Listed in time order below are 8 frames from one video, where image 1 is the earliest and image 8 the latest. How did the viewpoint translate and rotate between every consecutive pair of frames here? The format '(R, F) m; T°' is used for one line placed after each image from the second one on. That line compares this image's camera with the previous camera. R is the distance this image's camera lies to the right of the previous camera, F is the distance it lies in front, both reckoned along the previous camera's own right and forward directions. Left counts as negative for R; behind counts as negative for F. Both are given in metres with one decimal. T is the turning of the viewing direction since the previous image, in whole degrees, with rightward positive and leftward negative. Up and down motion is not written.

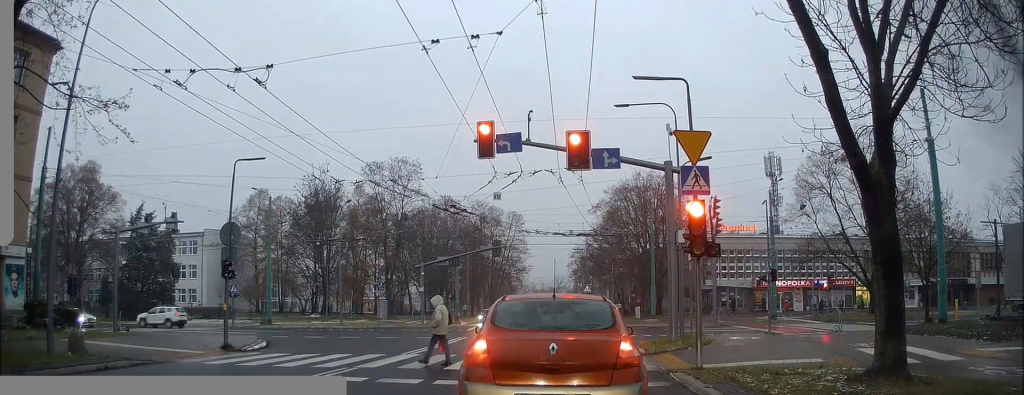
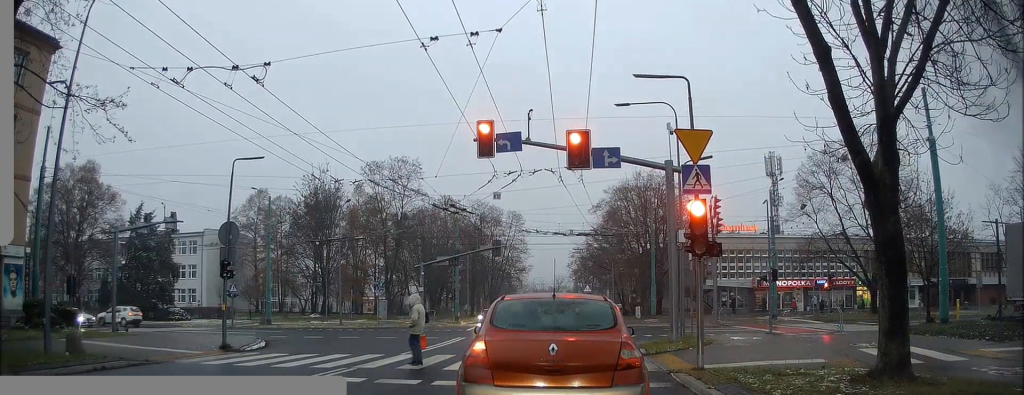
(0.0, +0.2) m; 0°
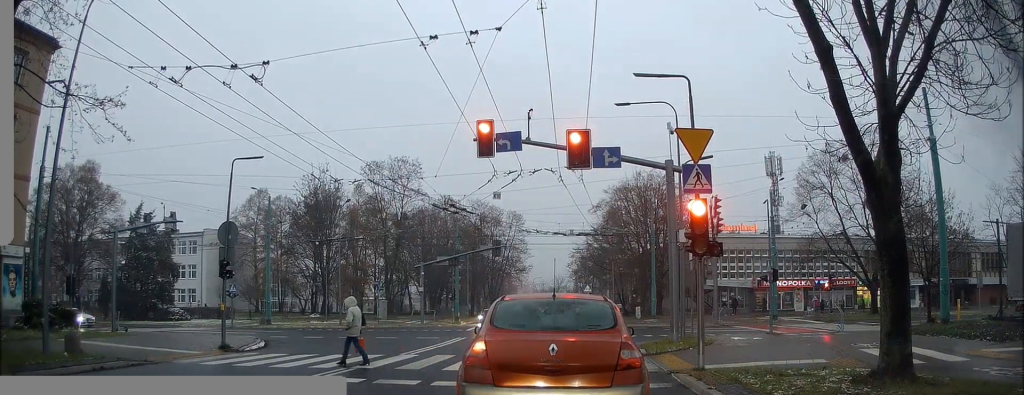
(-0.2, +0.5) m; 0°
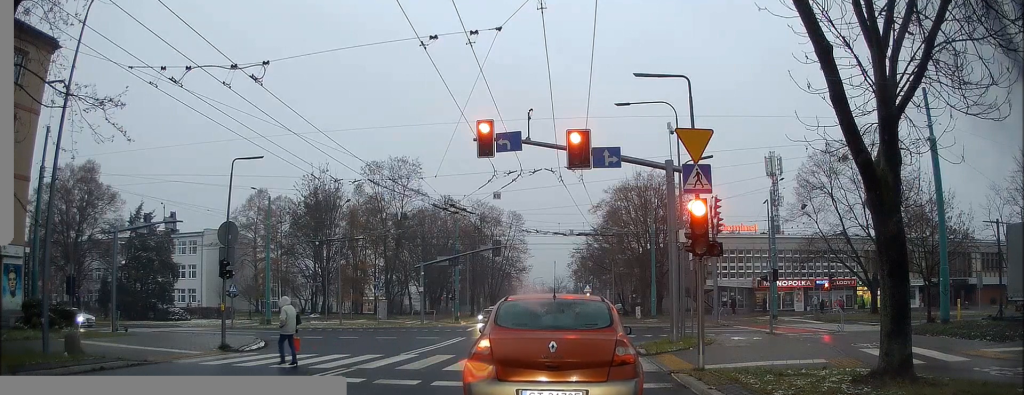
(-0.2, +0.2) m; 0°
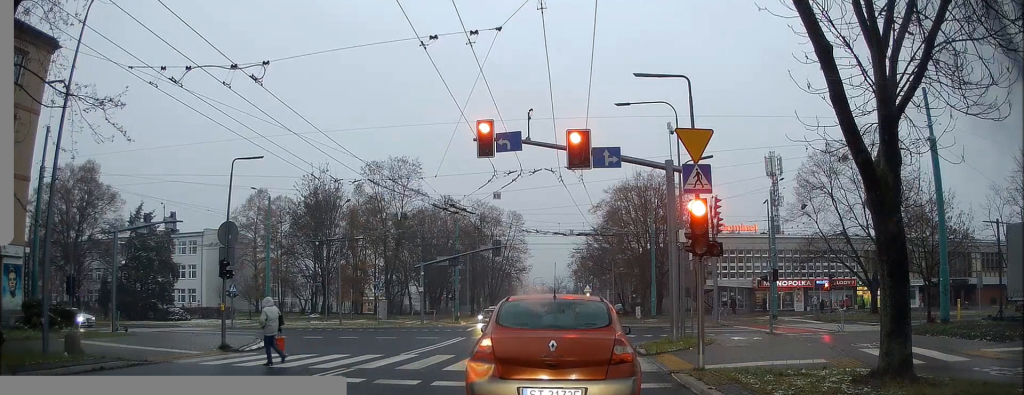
(0.0, 0.0) m; 0°
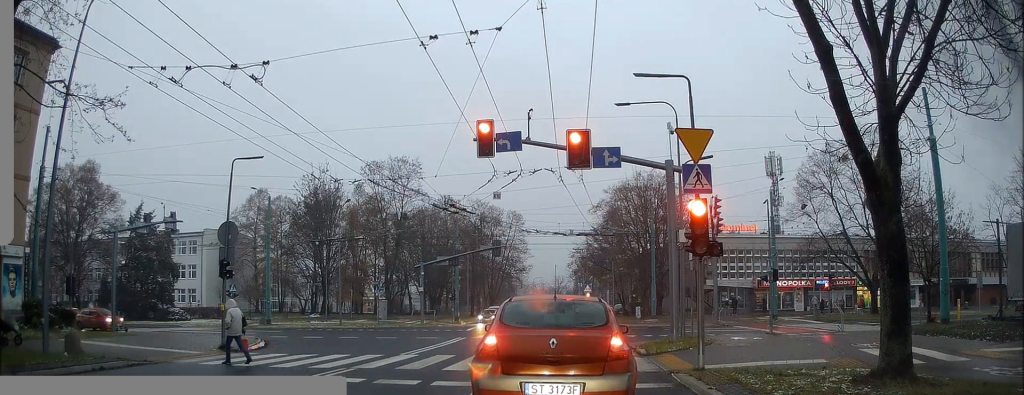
(0.0, 0.0) m; 0°
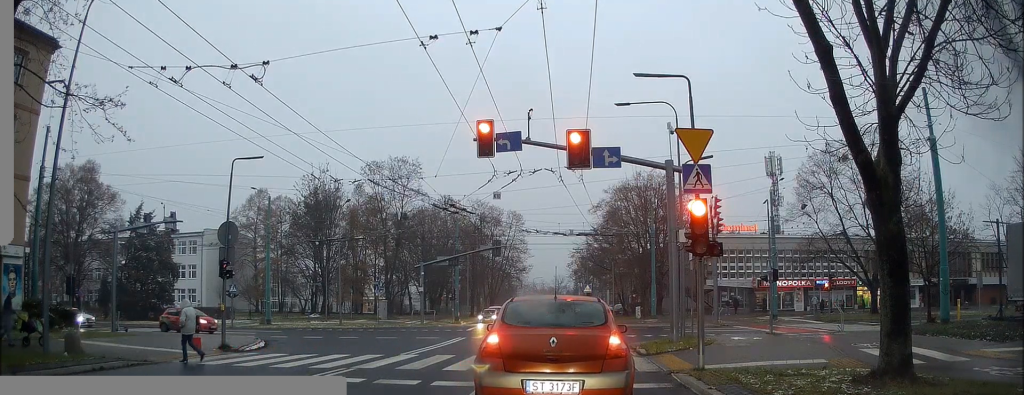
(0.0, 0.0) m; 0°
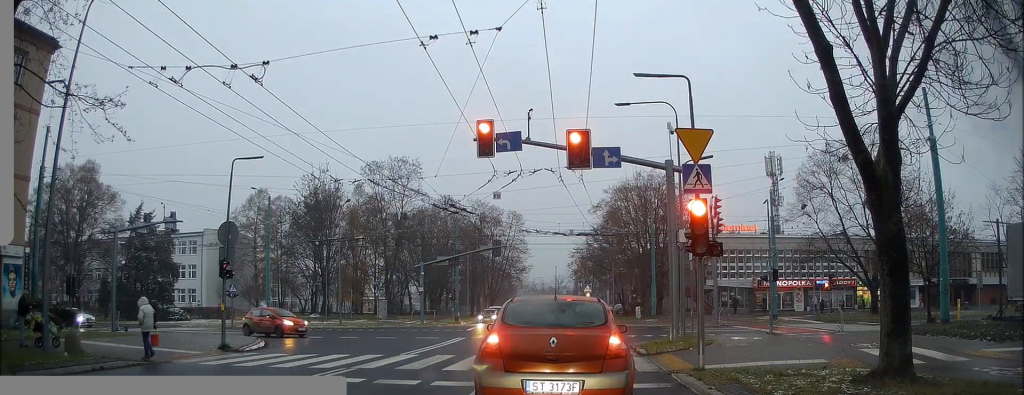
(0.0, 0.0) m; 0°
